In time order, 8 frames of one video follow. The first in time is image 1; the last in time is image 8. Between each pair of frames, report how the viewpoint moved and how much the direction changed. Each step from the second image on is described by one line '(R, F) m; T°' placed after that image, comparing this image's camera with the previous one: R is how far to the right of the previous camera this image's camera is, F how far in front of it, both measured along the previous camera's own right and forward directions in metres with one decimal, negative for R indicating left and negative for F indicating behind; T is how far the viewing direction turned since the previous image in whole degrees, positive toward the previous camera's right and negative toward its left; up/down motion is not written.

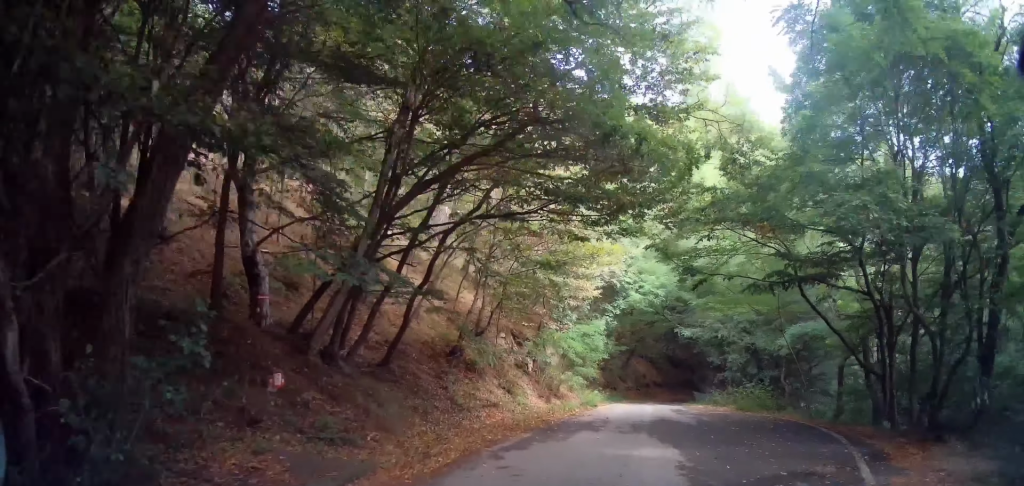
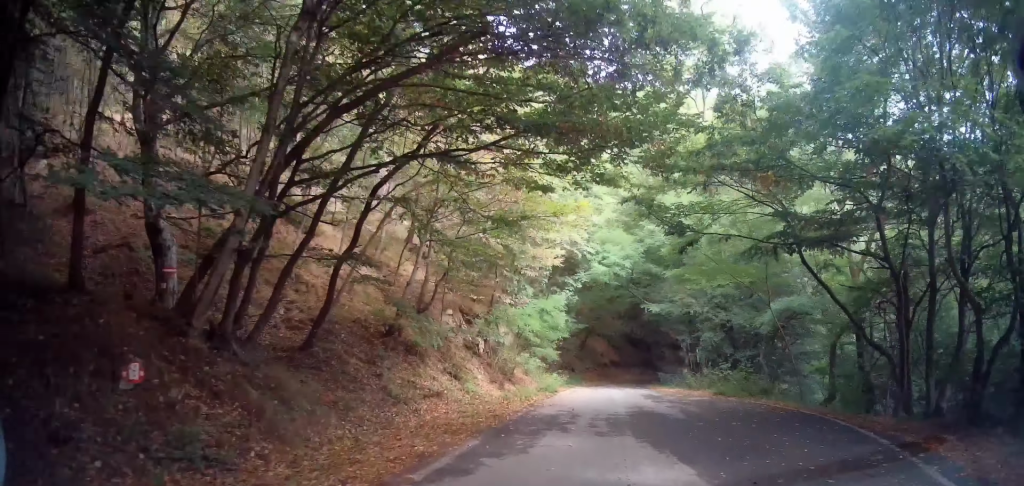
(-0.1, +2.6) m; +6°
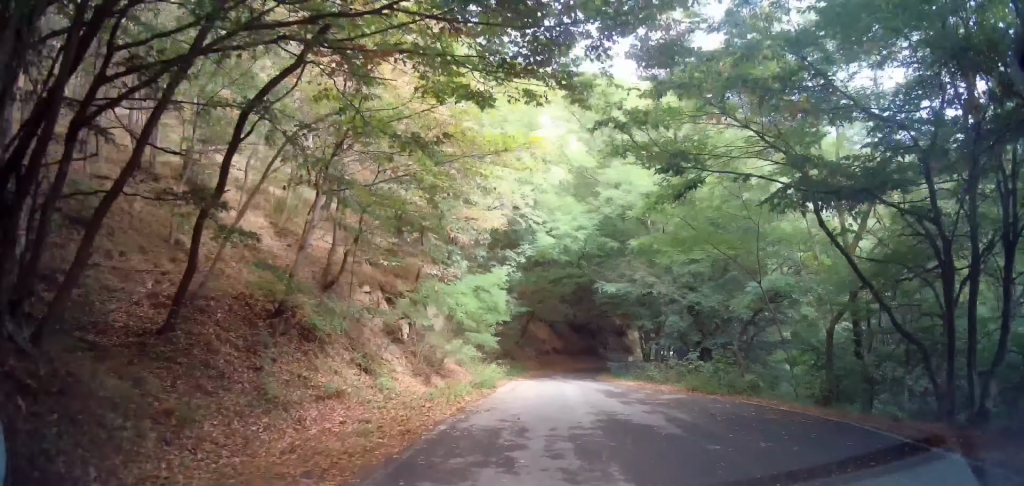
(+0.3, +3.2) m; +4°
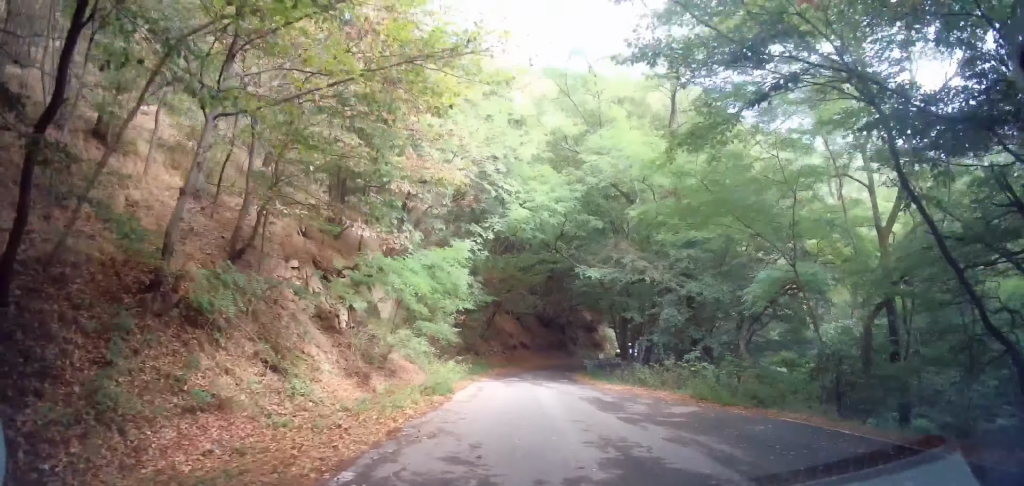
(+0.4, +2.9) m; +2°
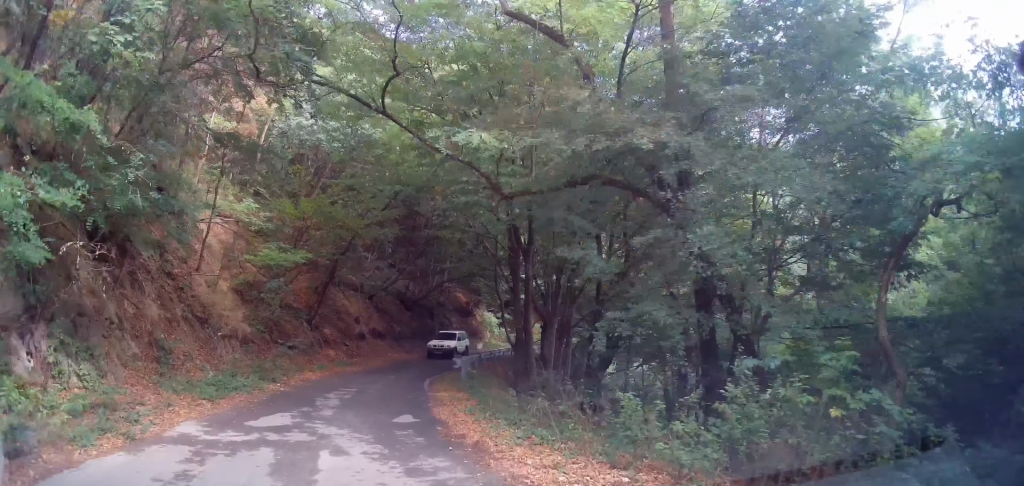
(+0.3, +11.1) m; +9°
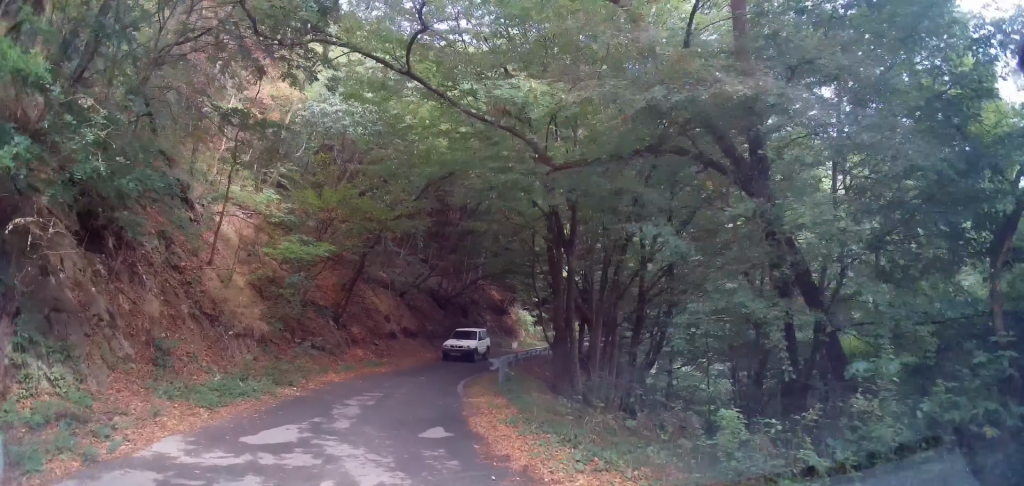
(+0.1, +1.6) m; +1°
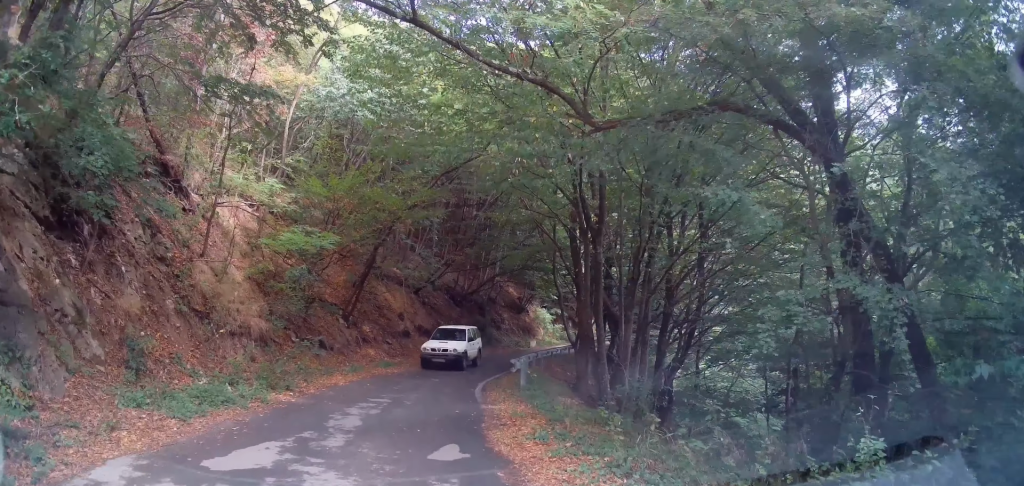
(0.0, +2.1) m; +1°
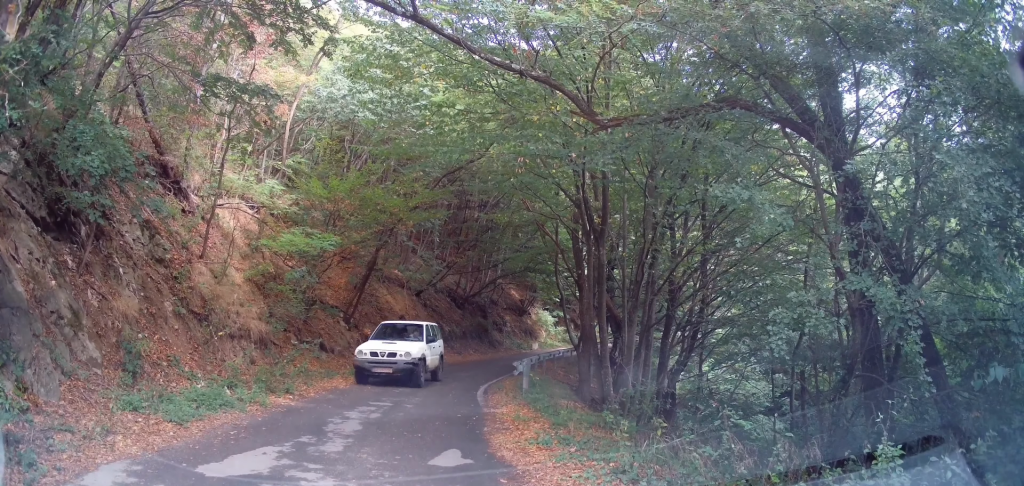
(-0.2, +1.4) m; 0°
